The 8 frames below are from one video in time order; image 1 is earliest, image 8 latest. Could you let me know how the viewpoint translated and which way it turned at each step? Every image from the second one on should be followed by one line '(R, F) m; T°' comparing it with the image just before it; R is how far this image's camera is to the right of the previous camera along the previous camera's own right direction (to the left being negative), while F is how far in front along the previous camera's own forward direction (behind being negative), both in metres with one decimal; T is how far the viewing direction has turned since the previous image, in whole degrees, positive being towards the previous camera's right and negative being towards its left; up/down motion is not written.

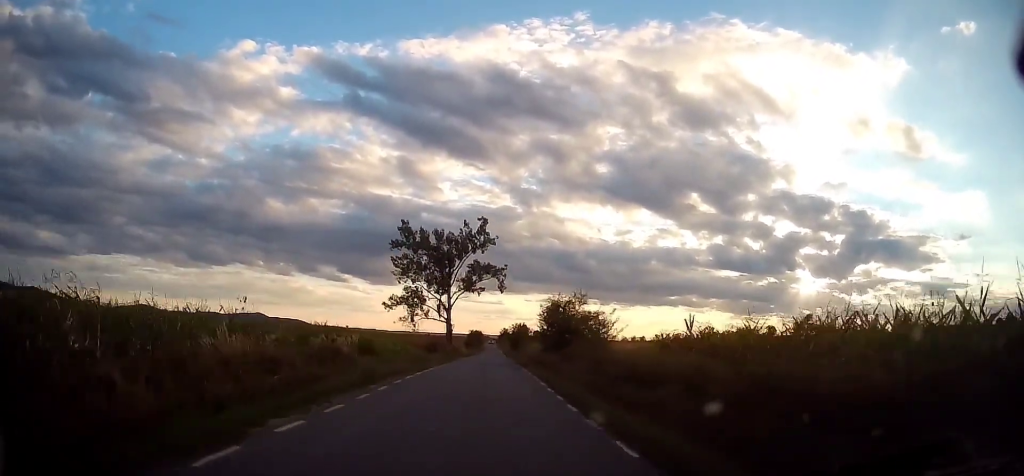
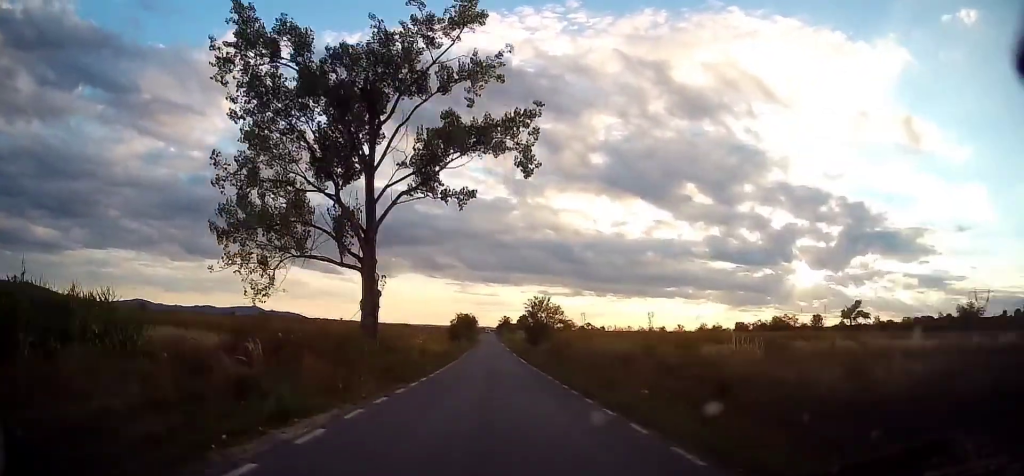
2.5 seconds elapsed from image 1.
(-0.2, +42.9) m; 0°
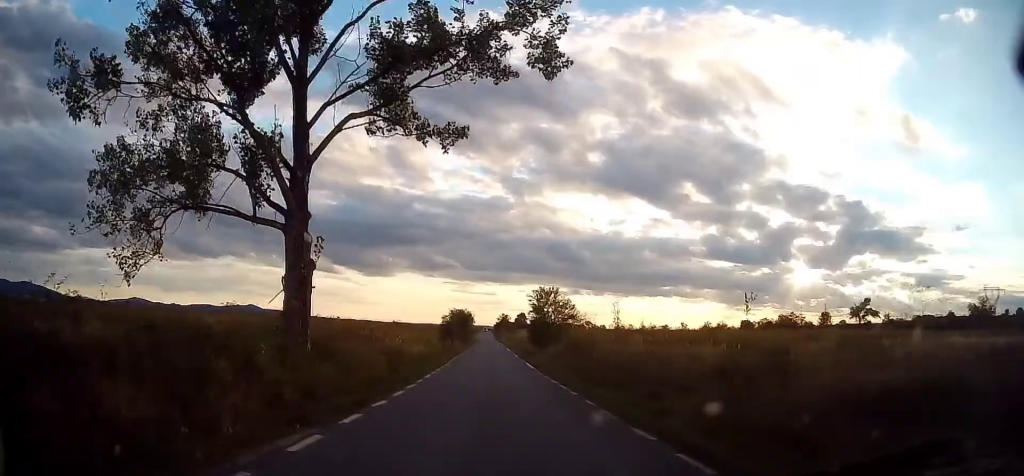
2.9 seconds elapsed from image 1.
(-0.3, +8.4) m; 0°
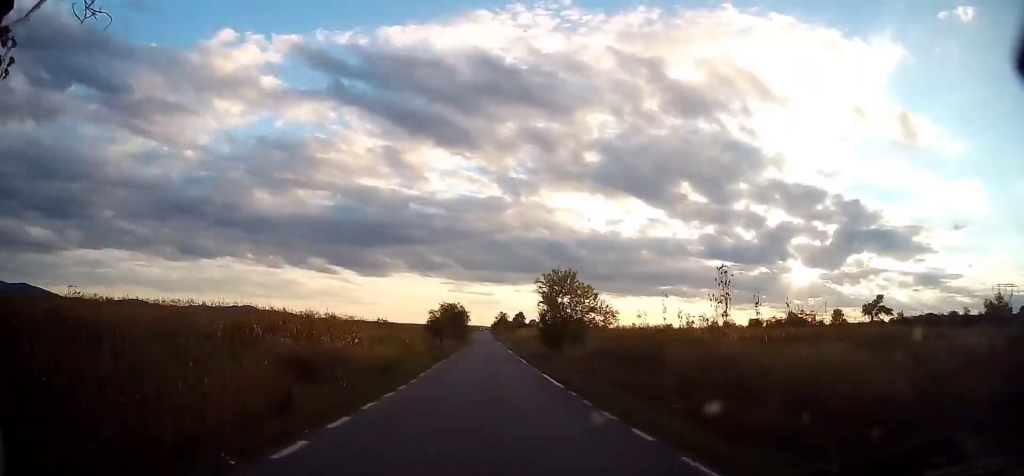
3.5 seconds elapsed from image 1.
(-0.2, +10.5) m; 0°
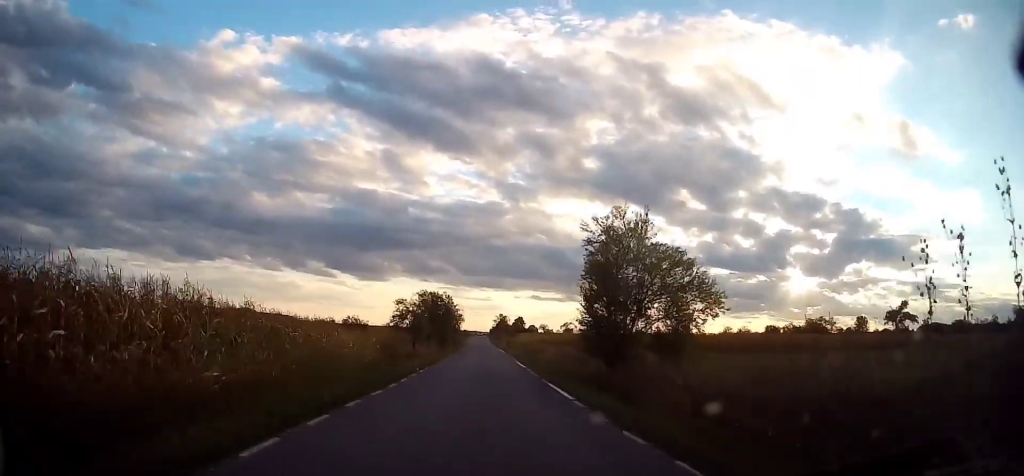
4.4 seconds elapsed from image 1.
(+0.5, +16.6) m; +1°
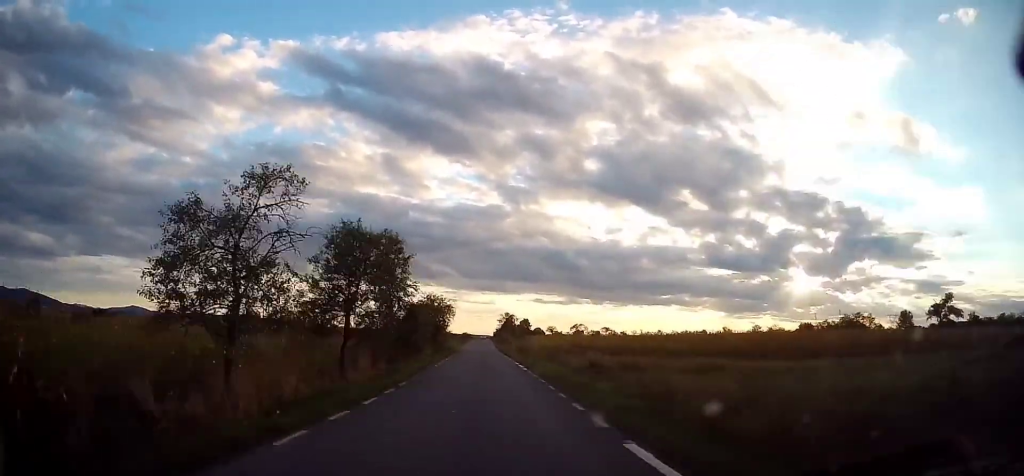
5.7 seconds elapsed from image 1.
(-0.2, +23.4) m; 0°
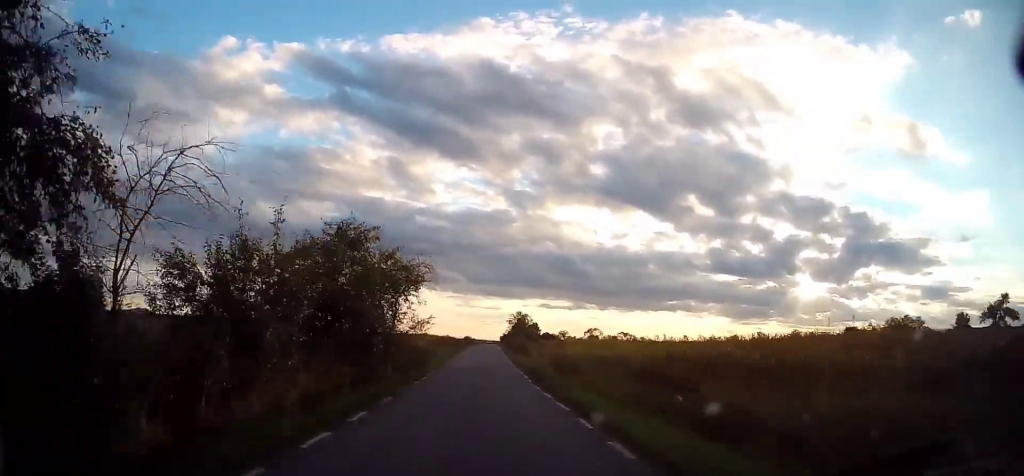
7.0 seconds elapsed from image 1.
(-0.1, +24.3) m; -2°
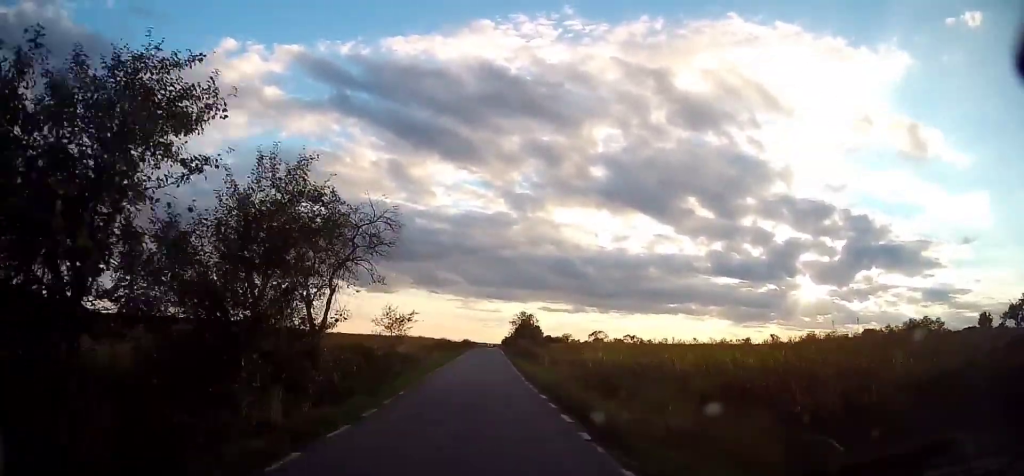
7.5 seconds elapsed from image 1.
(-0.1, +9.3) m; -1°
